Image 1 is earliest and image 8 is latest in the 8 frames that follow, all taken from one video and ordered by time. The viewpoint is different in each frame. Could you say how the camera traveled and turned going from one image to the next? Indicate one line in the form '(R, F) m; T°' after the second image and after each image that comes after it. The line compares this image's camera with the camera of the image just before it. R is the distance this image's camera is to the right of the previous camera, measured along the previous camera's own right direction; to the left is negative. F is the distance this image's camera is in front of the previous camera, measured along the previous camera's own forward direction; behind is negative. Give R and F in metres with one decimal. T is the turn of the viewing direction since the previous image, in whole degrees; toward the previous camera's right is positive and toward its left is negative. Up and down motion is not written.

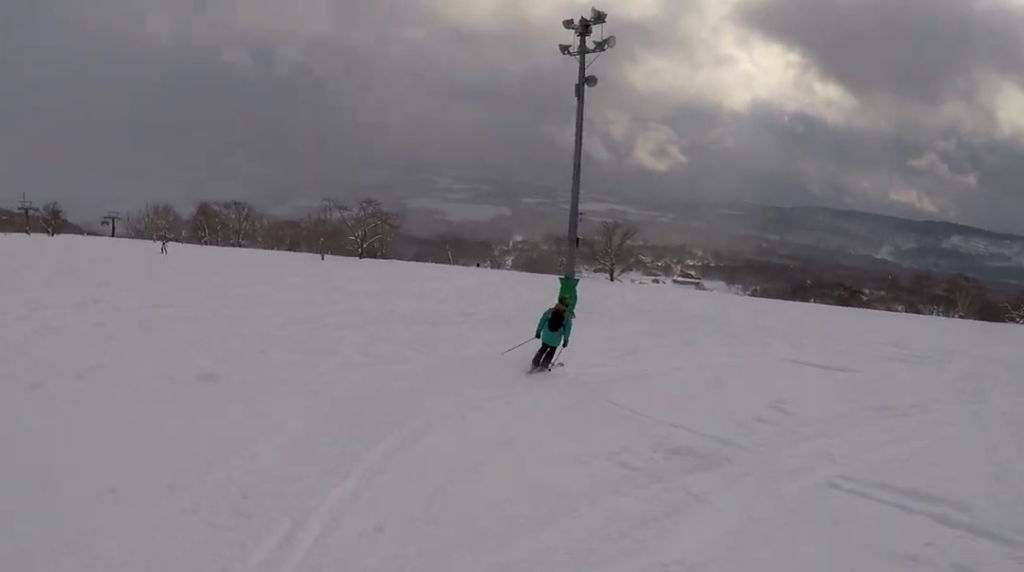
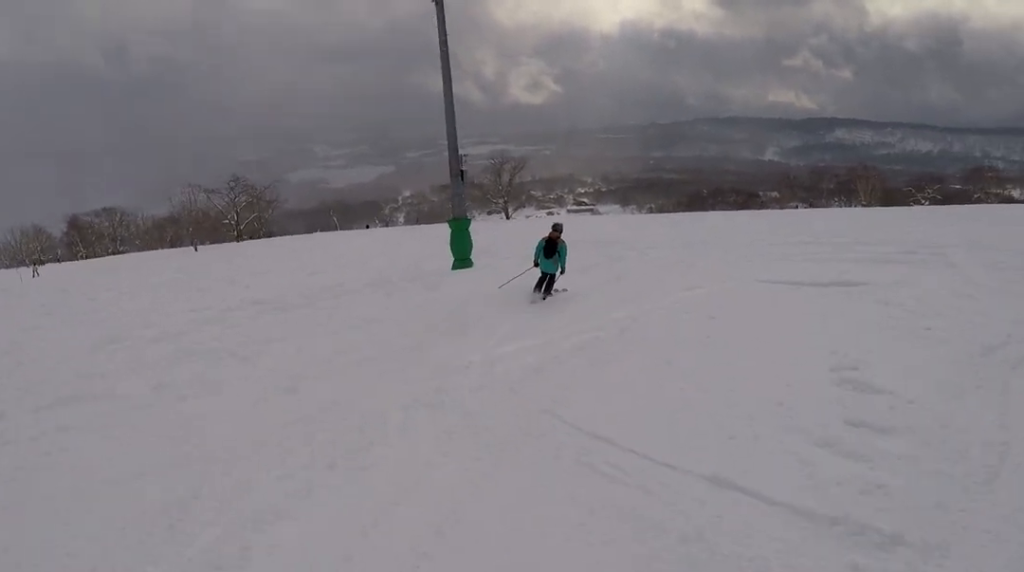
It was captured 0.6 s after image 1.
(0.0, +4.5) m; +4°
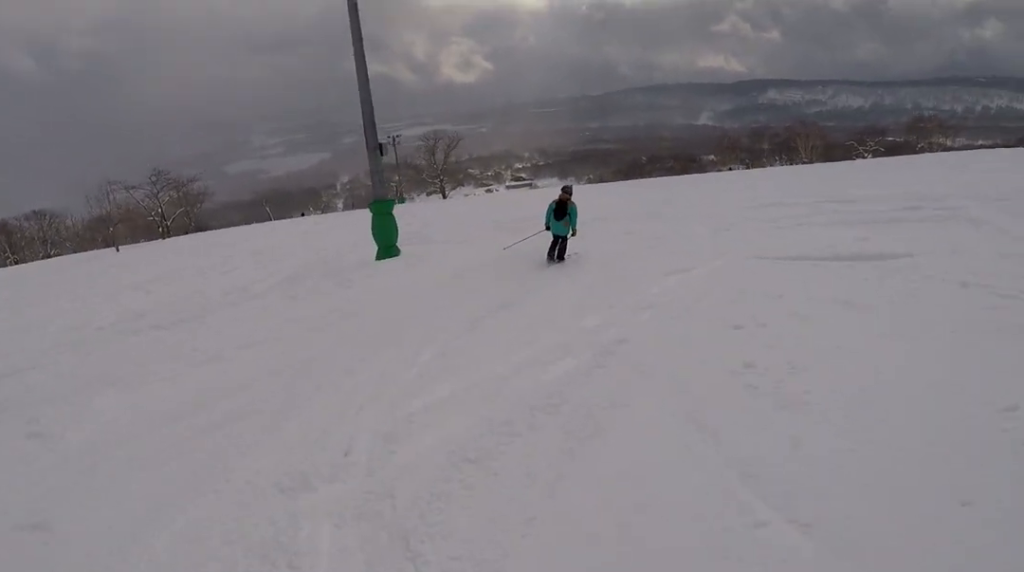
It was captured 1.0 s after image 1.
(+0.2, +3.2) m; +5°
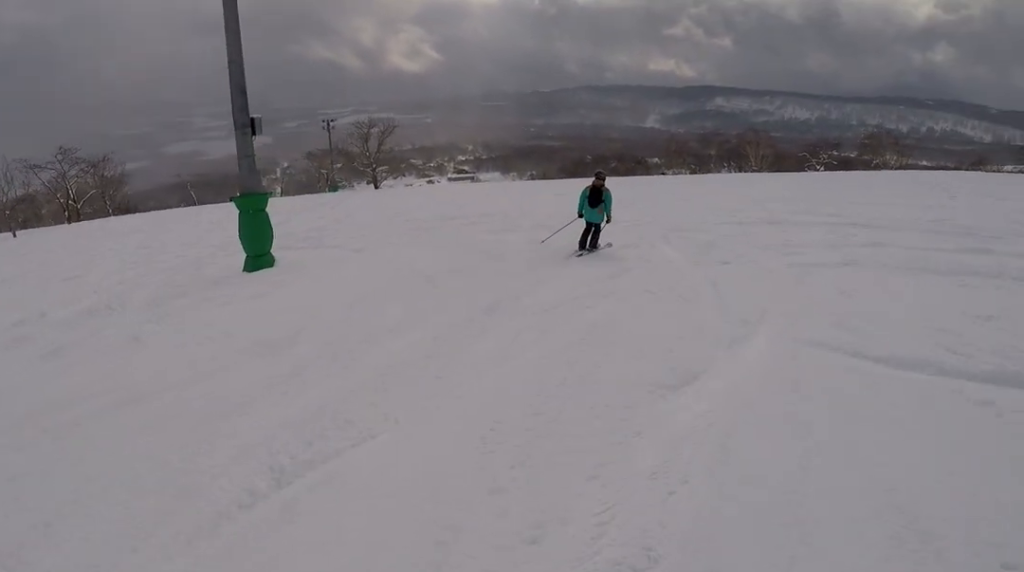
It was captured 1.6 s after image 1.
(+0.2, +4.6) m; +6°
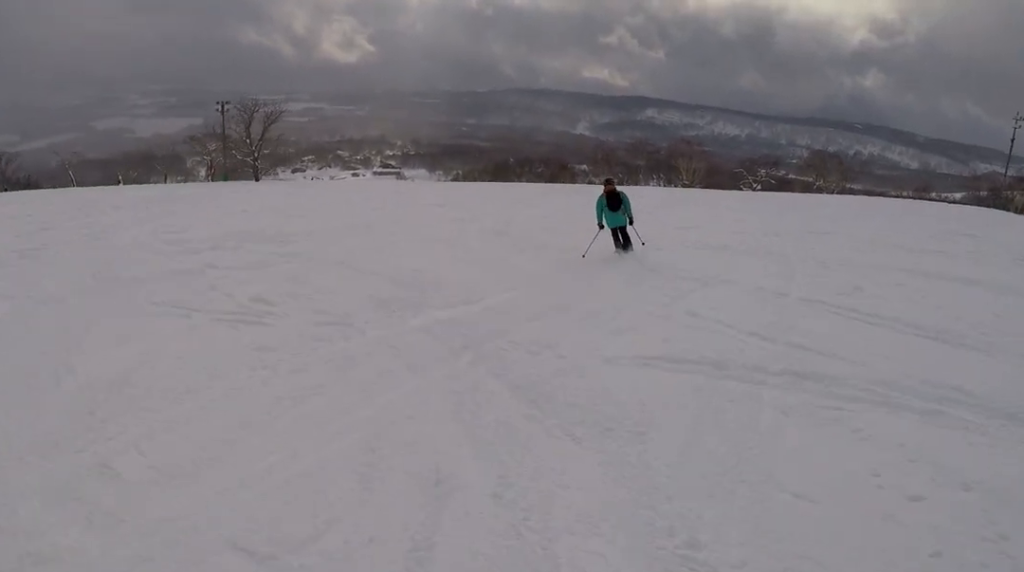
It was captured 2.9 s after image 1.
(+0.8, +9.9) m; -2°
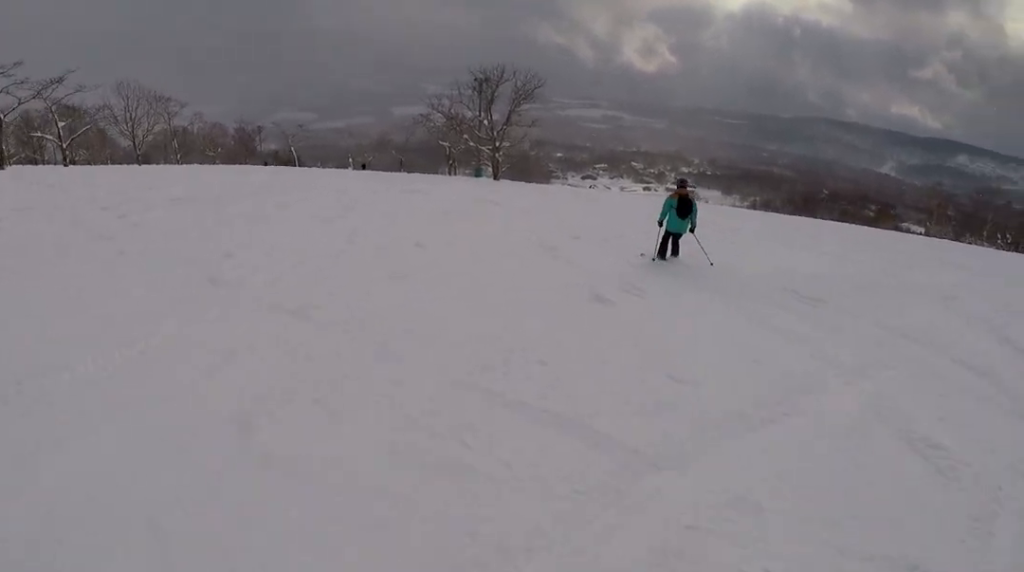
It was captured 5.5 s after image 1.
(-3.4, +18.2) m; -24°
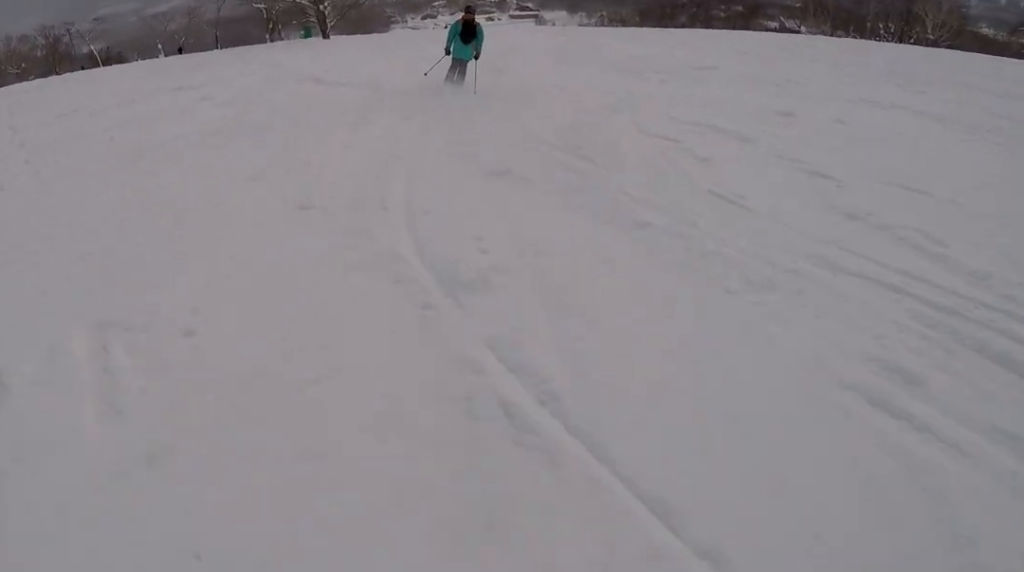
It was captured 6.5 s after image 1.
(-1.3, +7.9) m; +4°
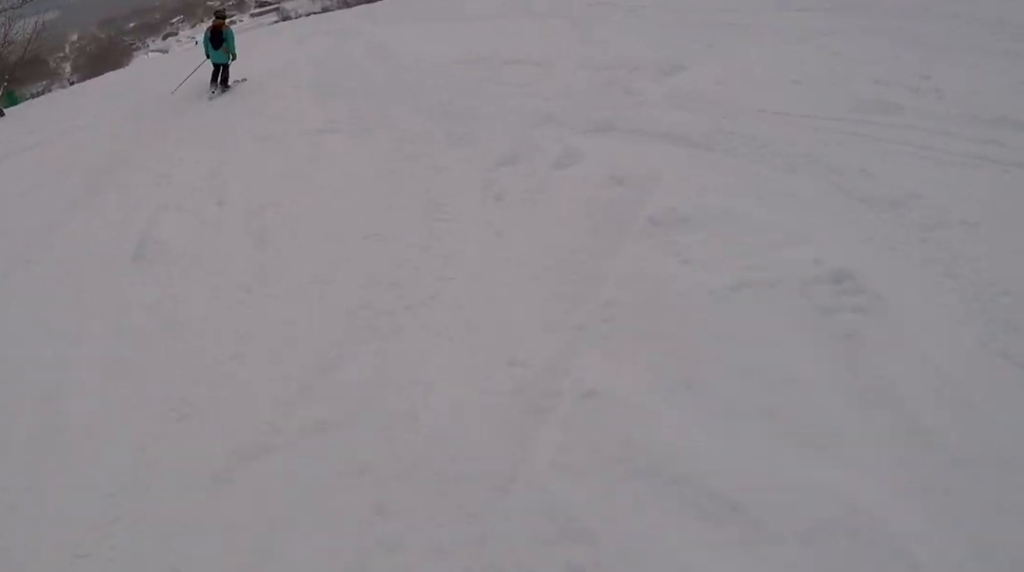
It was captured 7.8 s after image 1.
(+1.9, +10.1) m; +12°
